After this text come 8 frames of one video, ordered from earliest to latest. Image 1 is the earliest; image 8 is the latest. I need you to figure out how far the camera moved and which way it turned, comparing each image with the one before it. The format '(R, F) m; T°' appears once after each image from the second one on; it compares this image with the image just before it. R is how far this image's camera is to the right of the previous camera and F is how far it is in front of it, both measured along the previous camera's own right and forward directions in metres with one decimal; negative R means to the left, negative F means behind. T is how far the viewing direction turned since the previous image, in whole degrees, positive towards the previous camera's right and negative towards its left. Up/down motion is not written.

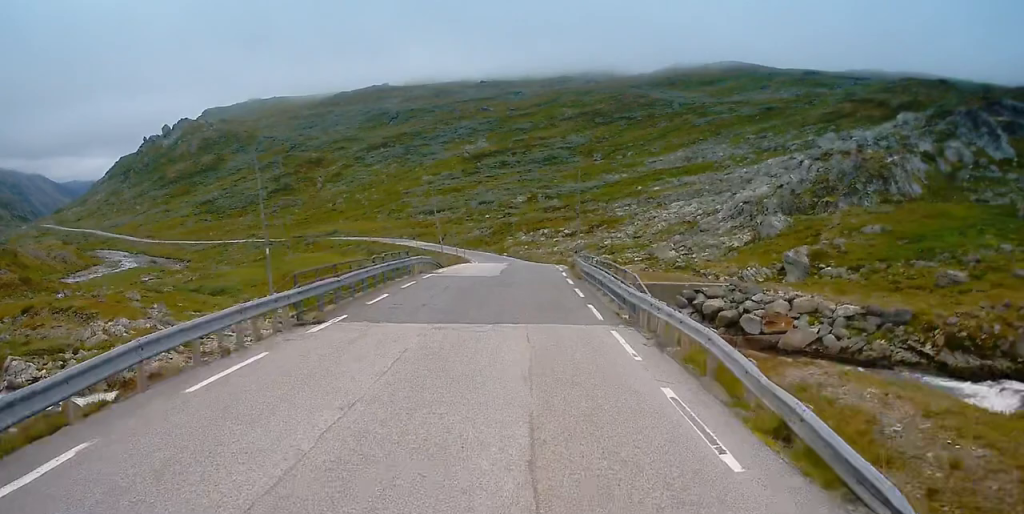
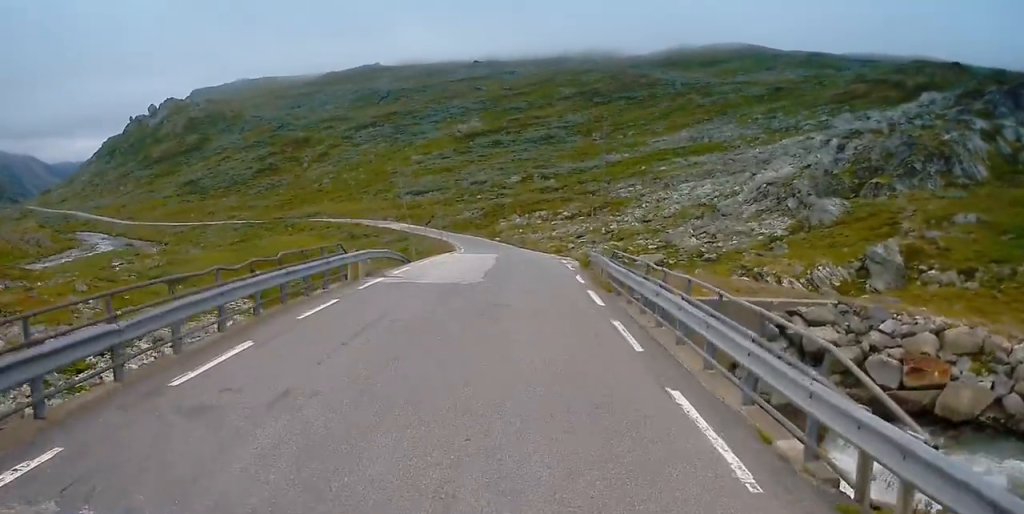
(+0.1, +12.7) m; 0°
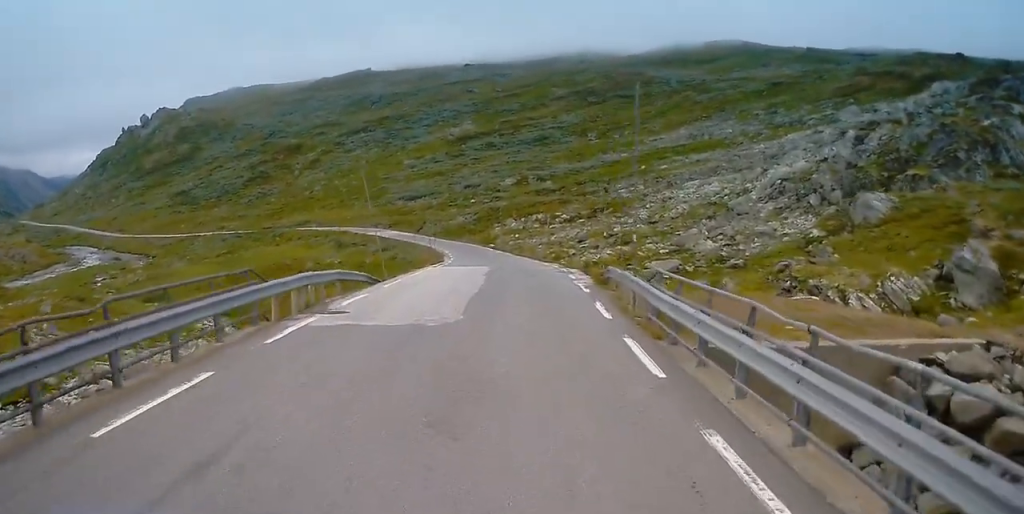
(+0.1, +7.9) m; -1°
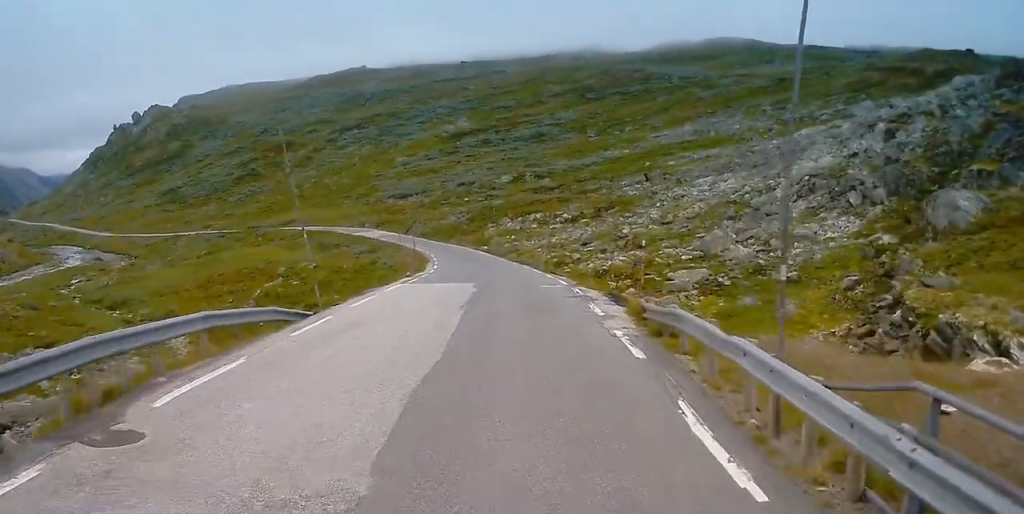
(-0.3, +10.3) m; -1°
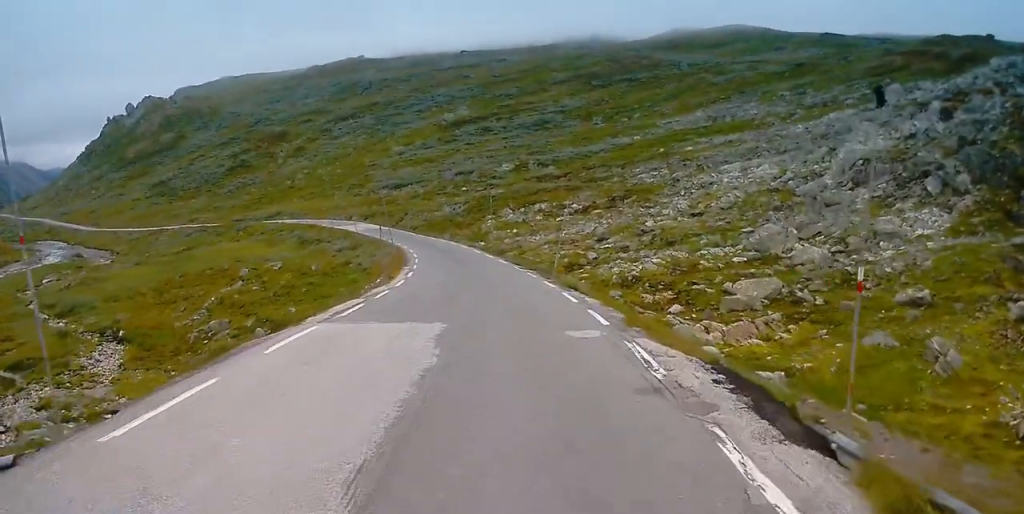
(+0.3, +13.3) m; +1°
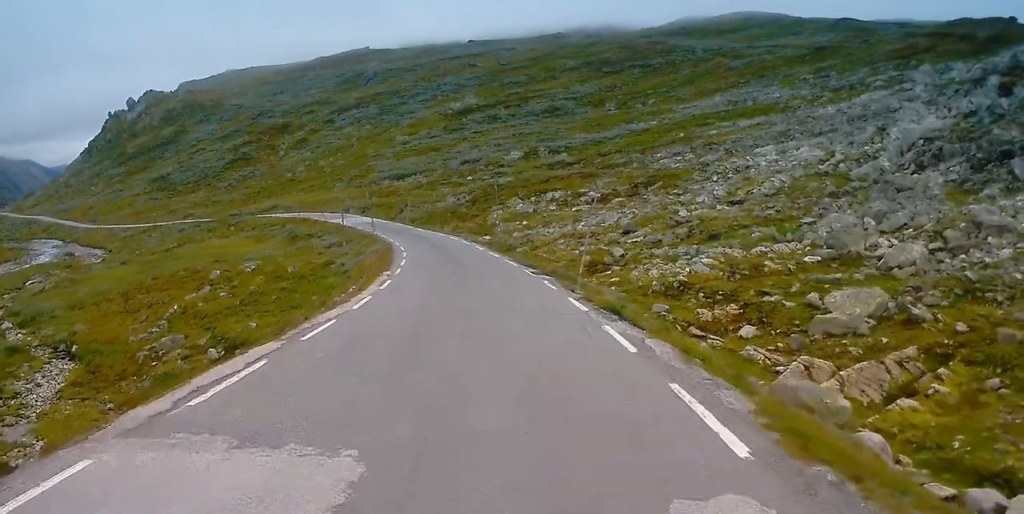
(-0.1, +10.0) m; -1°
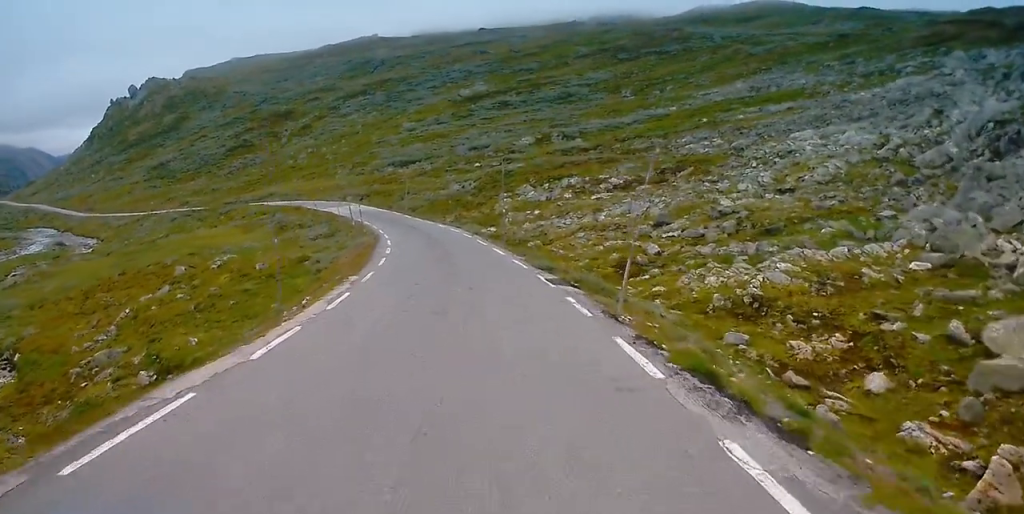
(-0.1, +9.4) m; -2°
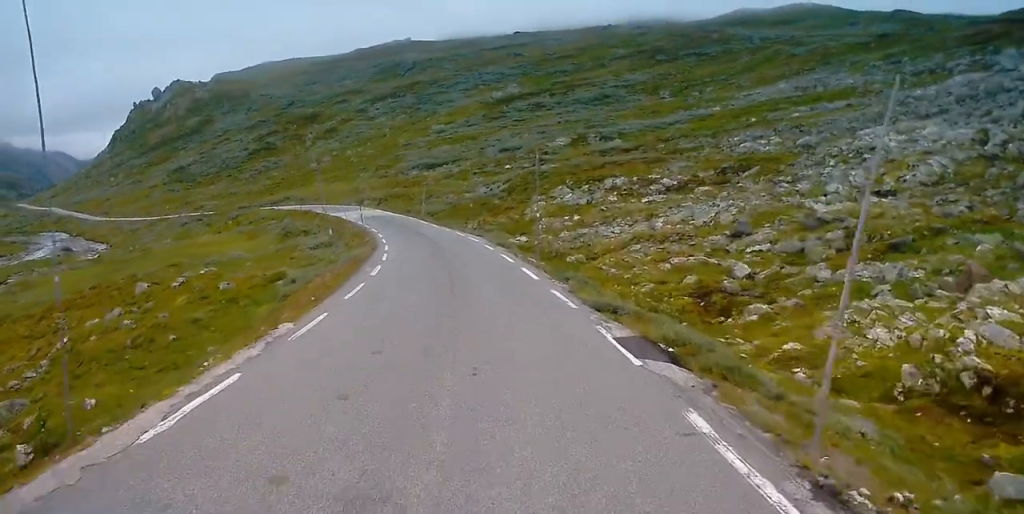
(-0.3, +11.2) m; -2°
